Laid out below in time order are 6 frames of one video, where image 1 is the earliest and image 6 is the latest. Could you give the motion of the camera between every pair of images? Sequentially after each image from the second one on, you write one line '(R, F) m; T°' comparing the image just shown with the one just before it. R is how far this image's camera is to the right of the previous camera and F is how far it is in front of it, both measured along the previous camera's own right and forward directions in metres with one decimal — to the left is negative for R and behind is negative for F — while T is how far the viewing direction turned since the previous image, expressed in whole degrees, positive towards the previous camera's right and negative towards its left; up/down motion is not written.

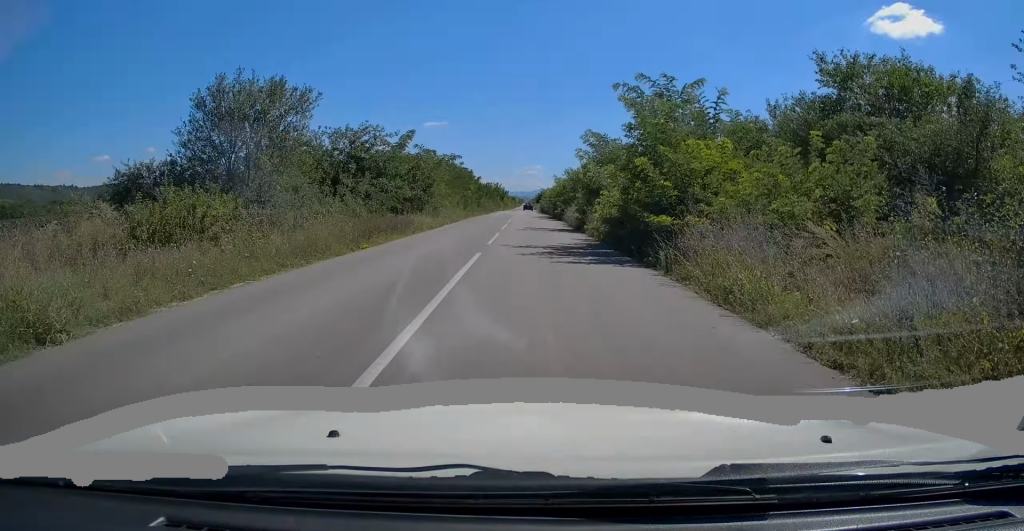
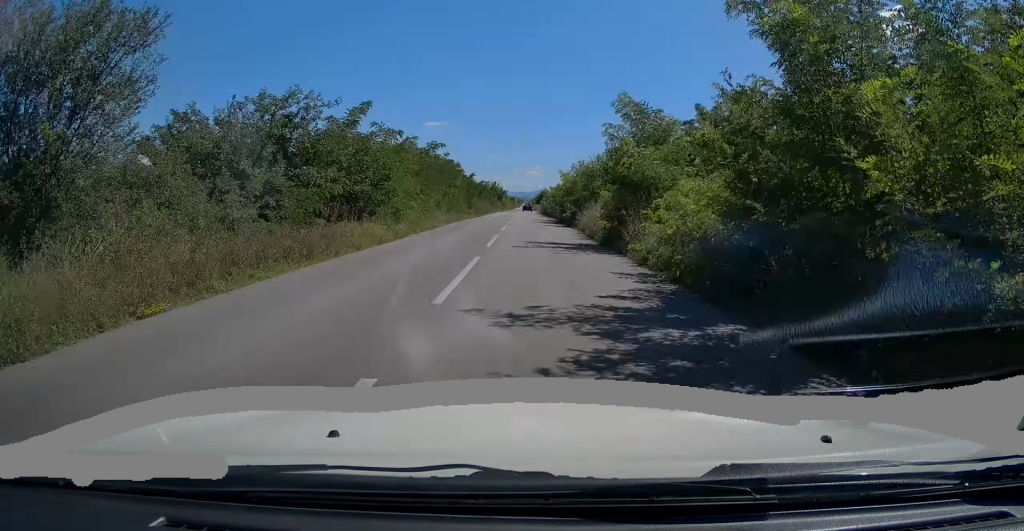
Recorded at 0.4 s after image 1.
(-0.1, +9.7) m; 0°
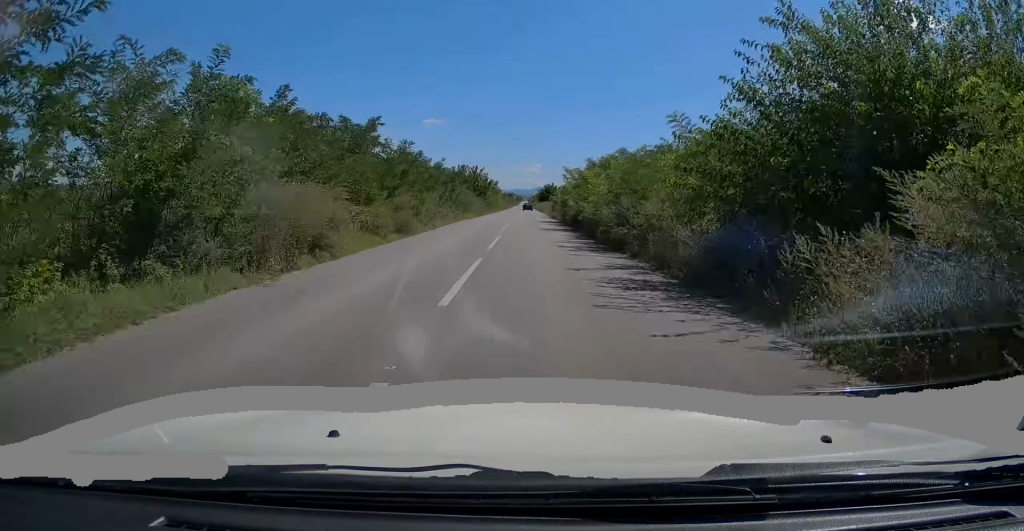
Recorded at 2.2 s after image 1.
(+0.2, +44.3) m; 0°
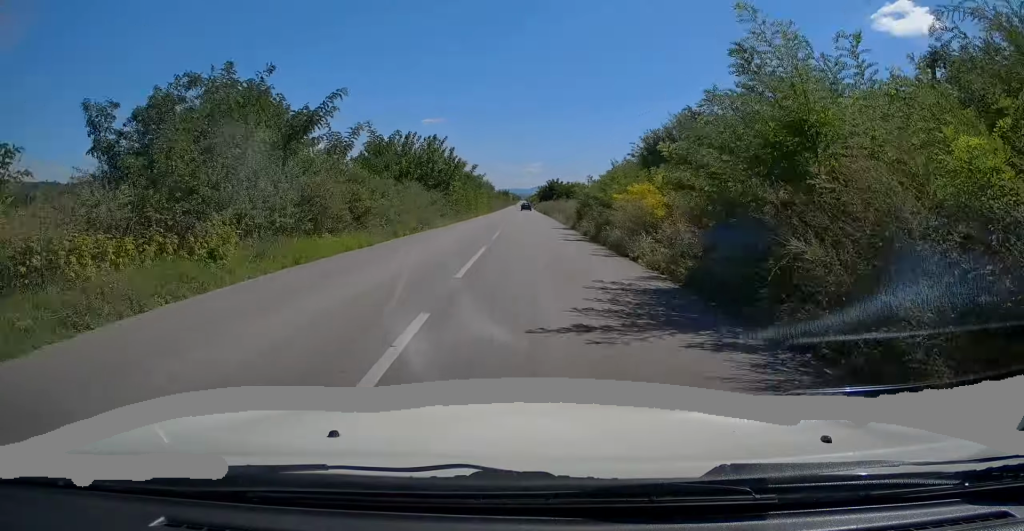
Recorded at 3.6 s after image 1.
(-0.2, +33.0) m; 0°
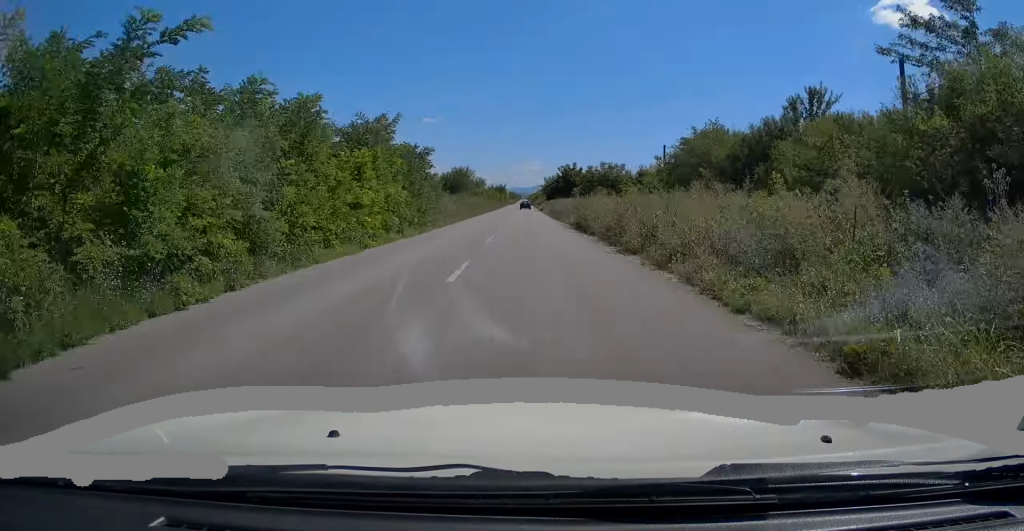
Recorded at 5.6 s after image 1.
(+0.2, +47.6) m; 0°
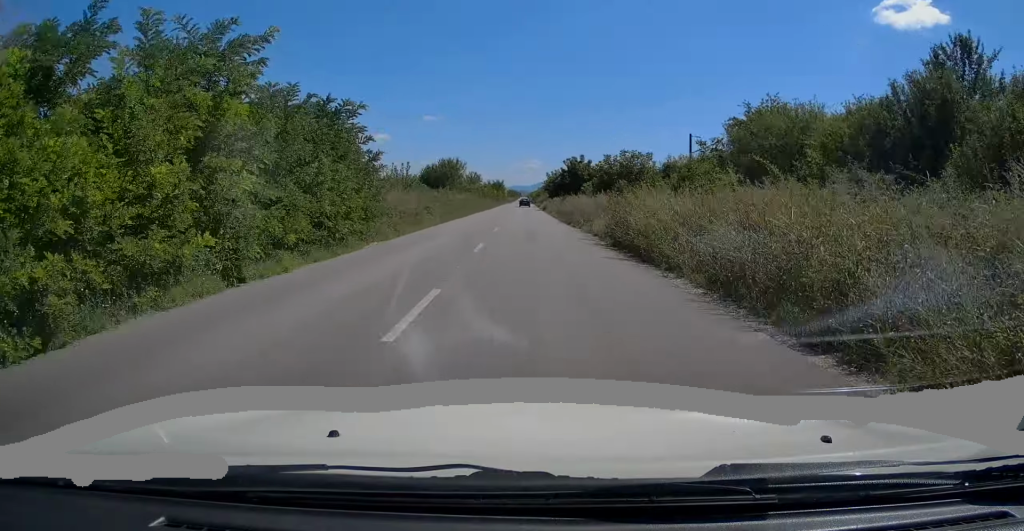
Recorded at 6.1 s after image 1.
(0.0, +12.8) m; 0°
